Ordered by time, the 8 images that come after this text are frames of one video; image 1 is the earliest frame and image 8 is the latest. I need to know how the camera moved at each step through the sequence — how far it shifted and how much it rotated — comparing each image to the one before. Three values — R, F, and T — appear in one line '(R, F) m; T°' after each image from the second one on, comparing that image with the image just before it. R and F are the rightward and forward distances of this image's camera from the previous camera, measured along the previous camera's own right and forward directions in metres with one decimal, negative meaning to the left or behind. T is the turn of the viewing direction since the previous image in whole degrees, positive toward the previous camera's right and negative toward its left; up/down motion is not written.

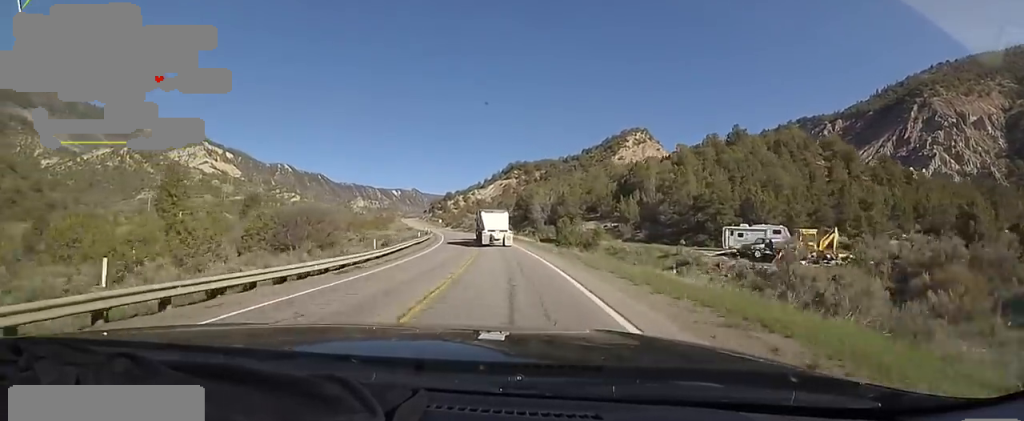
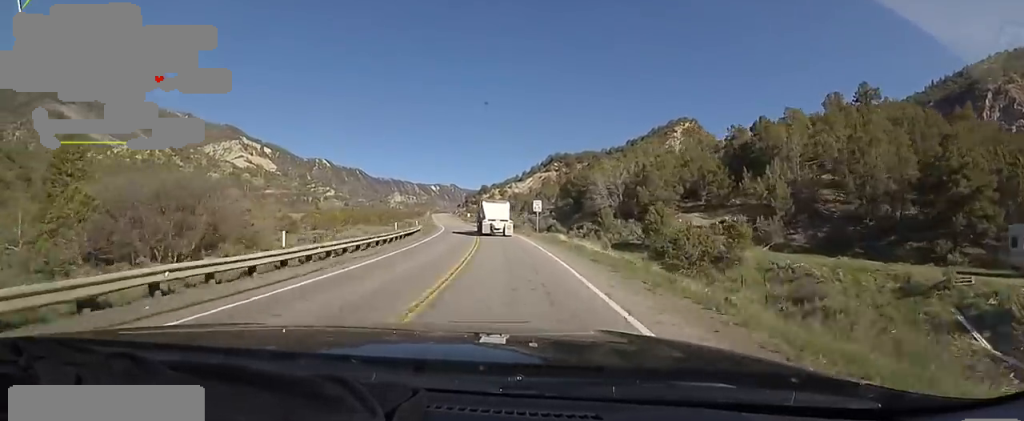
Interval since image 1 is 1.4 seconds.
(-1.5, +31.4) m; -6°
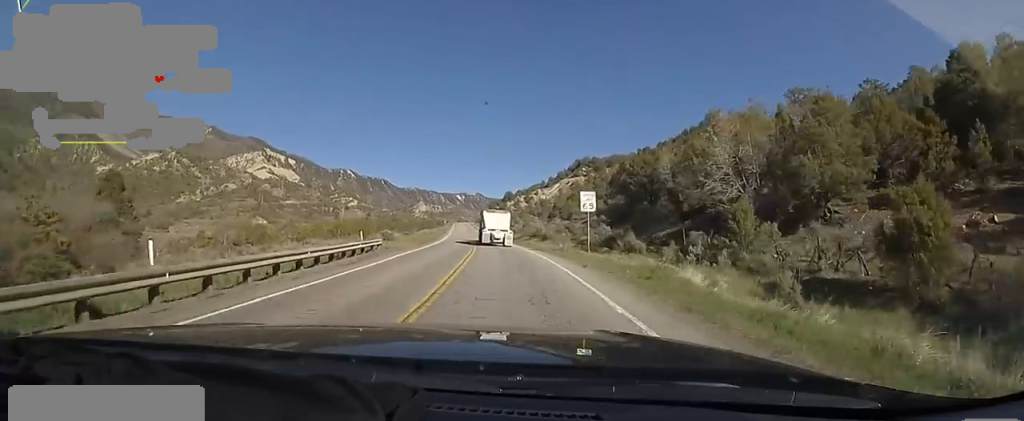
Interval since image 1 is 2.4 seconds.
(-0.8, +23.4) m; -2°
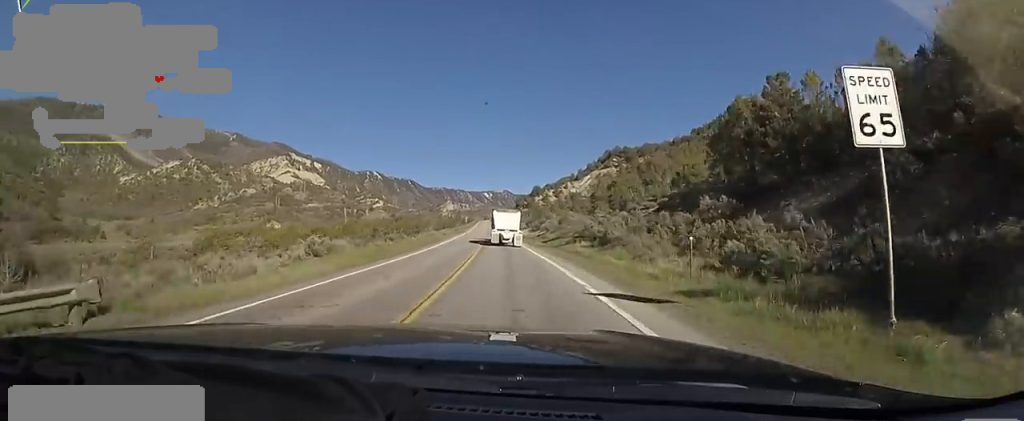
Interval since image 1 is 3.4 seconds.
(-0.2, +23.1) m; -2°
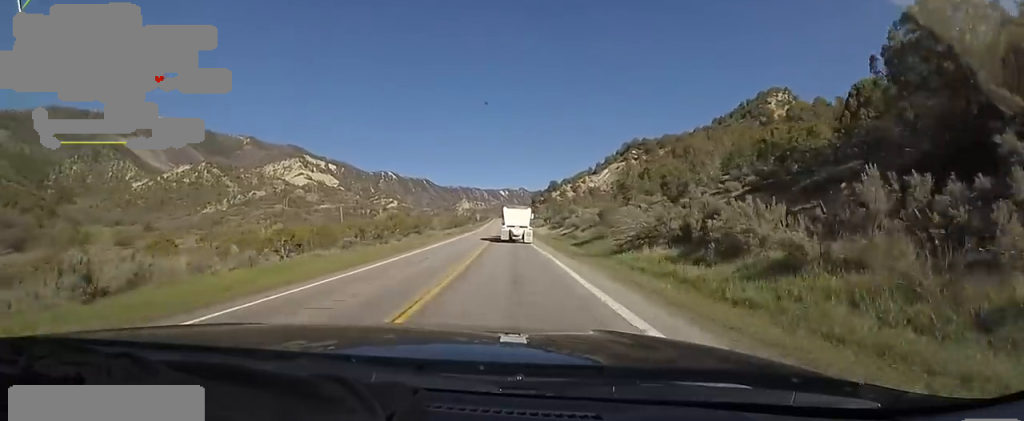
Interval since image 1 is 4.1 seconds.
(-0.3, +16.4) m; -3°
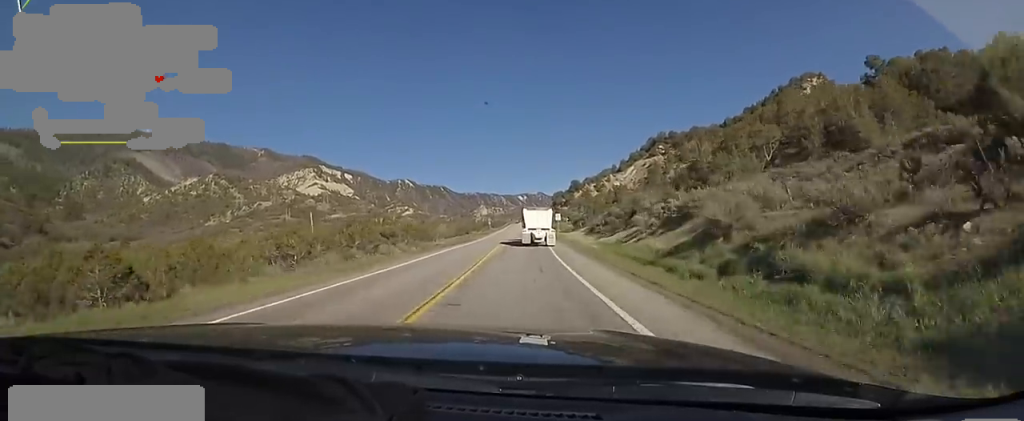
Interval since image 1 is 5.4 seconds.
(-1.1, +30.8) m; -1°
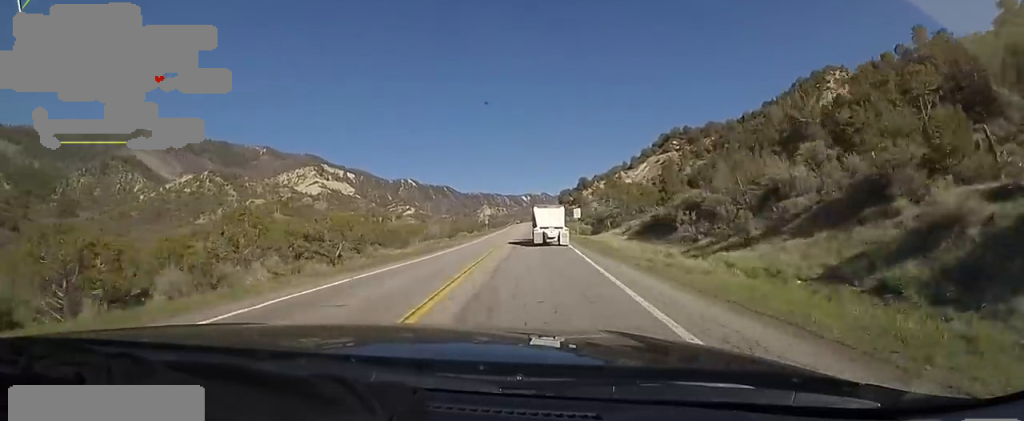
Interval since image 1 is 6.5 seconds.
(+0.5, +24.9) m; -1°
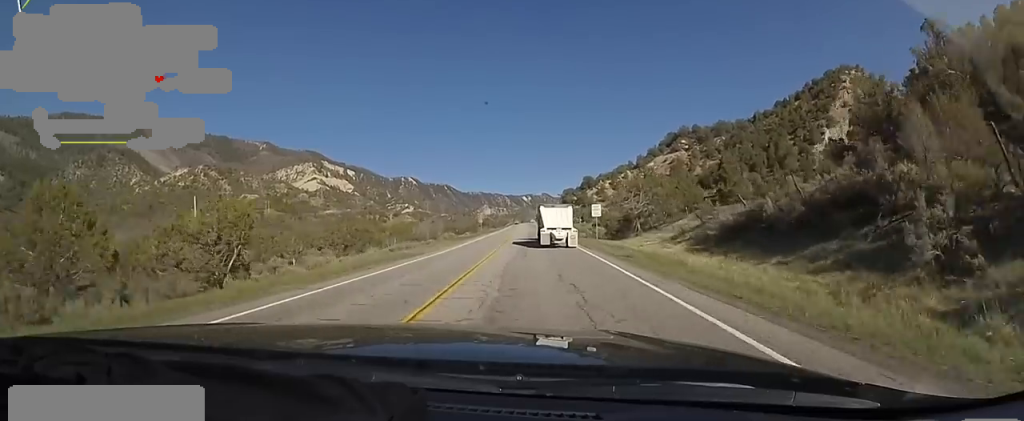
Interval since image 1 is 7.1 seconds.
(-1.2, +15.4) m; 0°
